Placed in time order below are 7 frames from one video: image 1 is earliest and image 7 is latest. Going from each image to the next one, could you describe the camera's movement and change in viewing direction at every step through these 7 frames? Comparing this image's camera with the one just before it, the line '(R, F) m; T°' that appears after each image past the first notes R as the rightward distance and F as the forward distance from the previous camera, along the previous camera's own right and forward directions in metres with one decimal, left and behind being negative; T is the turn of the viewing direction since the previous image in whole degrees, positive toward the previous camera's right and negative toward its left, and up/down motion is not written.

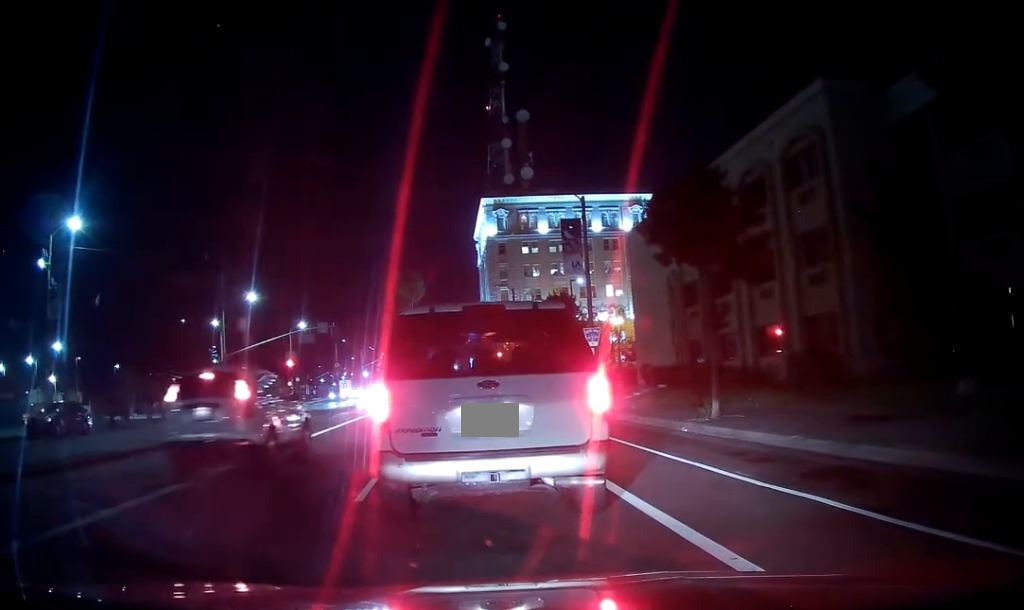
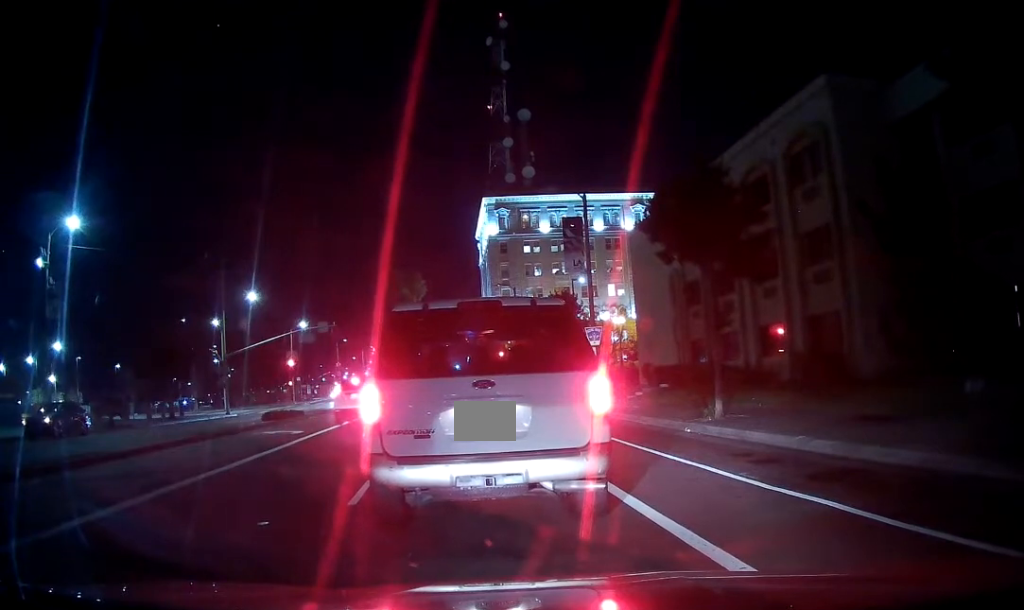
(0.0, 0.0) m; 0°
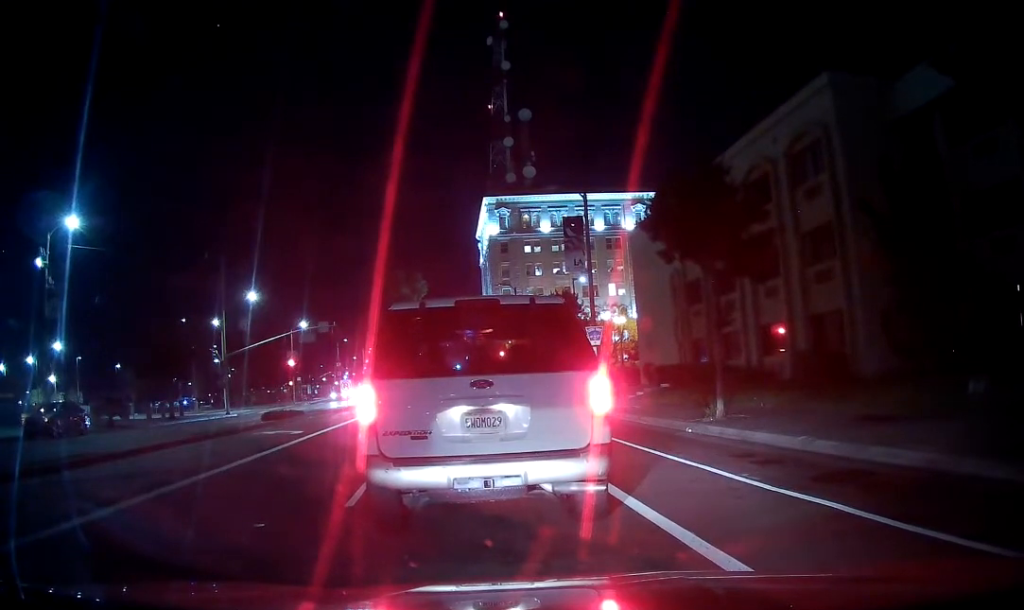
(0.0, 0.0) m; 0°
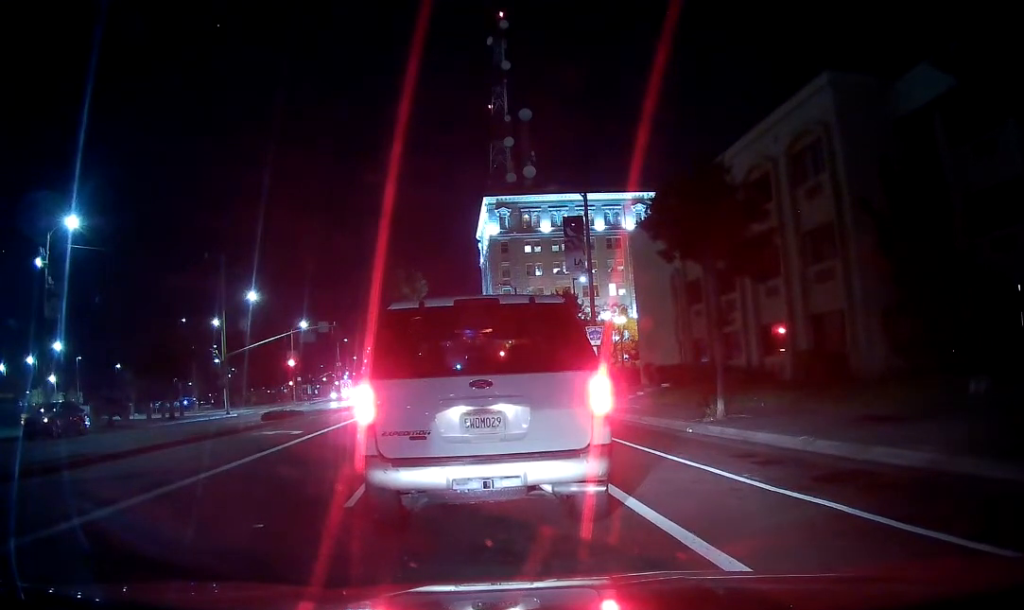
(0.0, 0.0) m; 0°
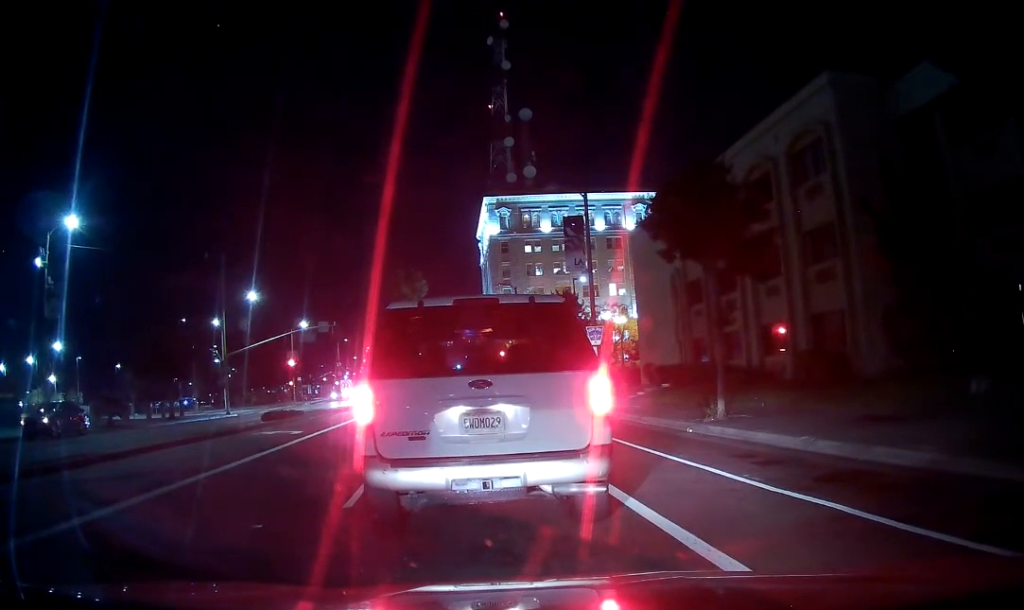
(0.0, 0.0) m; 0°
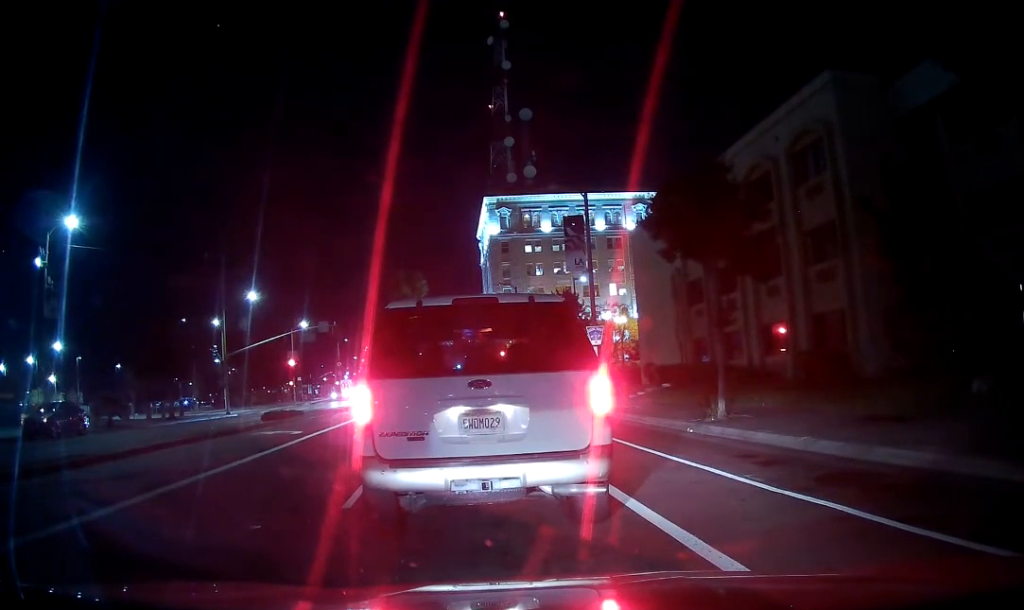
(0.0, 0.0) m; 0°
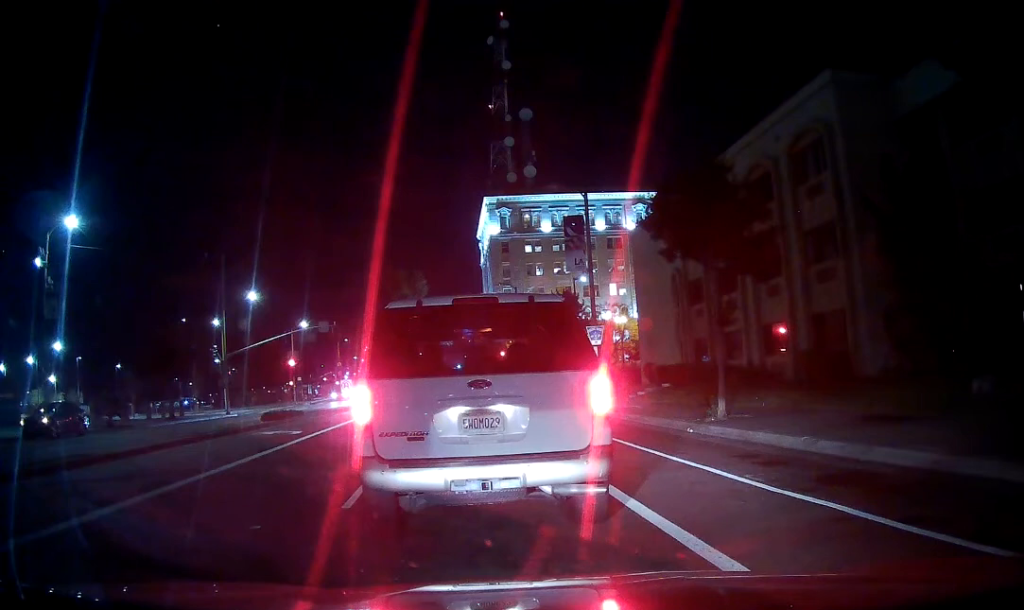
(0.0, 0.0) m; 0°
